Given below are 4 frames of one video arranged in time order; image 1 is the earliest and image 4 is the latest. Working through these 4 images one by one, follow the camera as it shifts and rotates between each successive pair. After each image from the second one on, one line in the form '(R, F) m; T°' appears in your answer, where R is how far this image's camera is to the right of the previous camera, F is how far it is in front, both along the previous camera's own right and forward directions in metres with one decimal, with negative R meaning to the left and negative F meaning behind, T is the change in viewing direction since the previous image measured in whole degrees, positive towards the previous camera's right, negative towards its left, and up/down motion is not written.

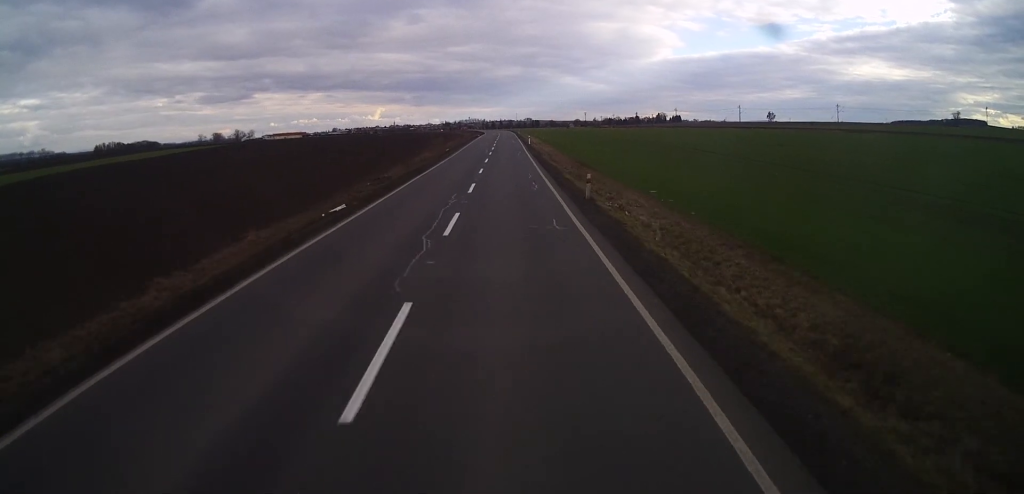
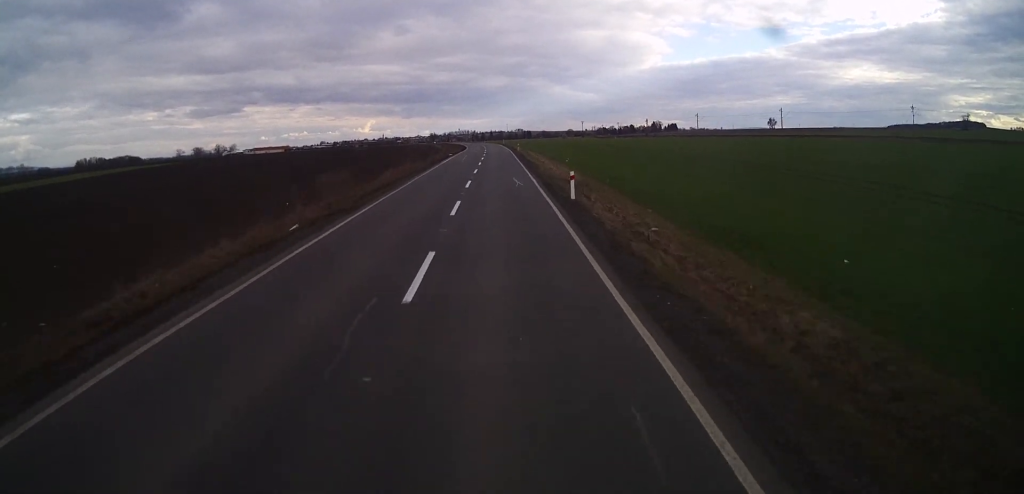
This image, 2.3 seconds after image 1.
(-0.7, +48.5) m; -1°
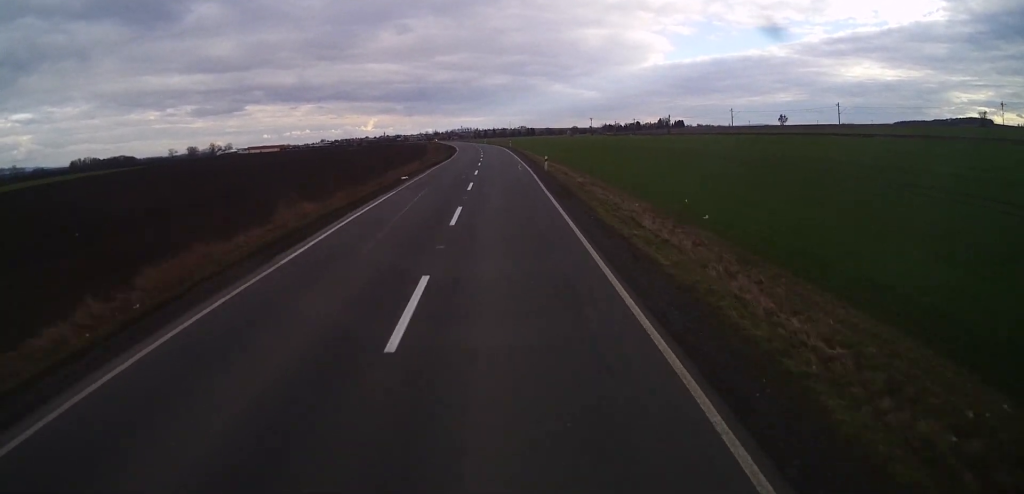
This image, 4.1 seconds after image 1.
(+0.1, +37.2) m; +1°
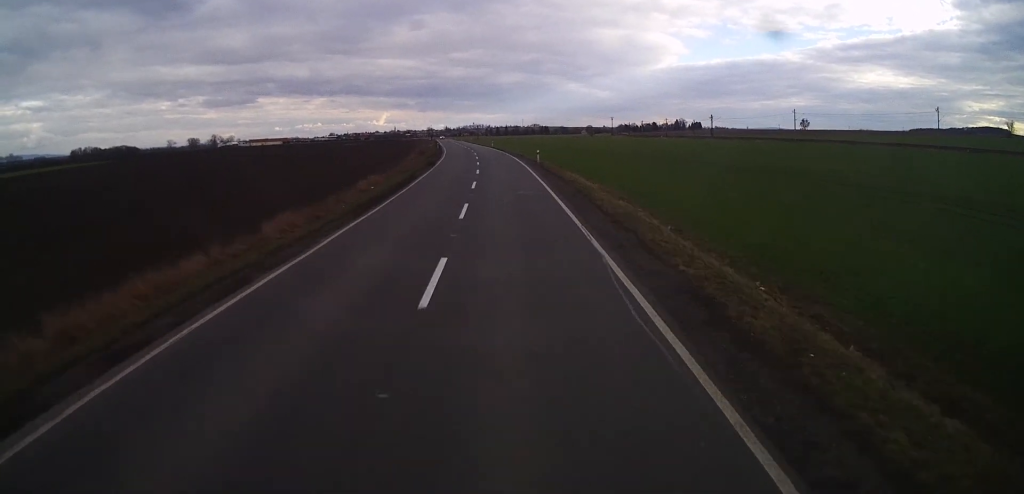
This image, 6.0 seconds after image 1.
(+0.1, +42.3) m; -1°
